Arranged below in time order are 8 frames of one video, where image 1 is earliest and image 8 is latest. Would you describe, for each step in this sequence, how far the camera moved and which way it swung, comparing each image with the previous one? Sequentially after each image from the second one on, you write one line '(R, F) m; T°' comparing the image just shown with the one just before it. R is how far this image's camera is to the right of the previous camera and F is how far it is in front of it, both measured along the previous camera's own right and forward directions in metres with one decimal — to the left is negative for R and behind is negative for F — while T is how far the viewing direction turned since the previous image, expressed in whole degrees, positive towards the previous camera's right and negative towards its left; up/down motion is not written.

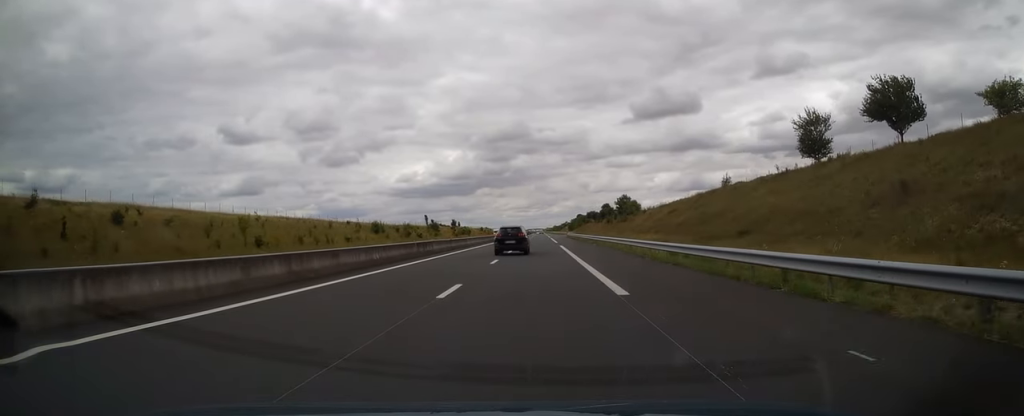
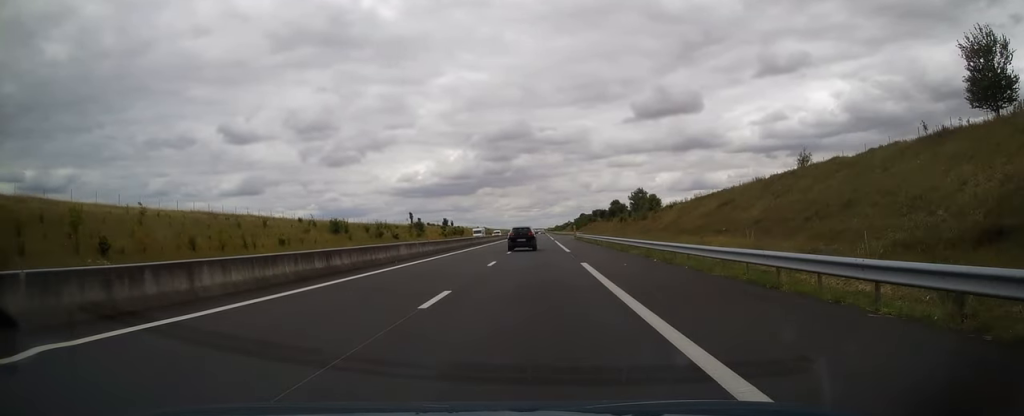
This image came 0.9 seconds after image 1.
(0.0, +27.3) m; -1°
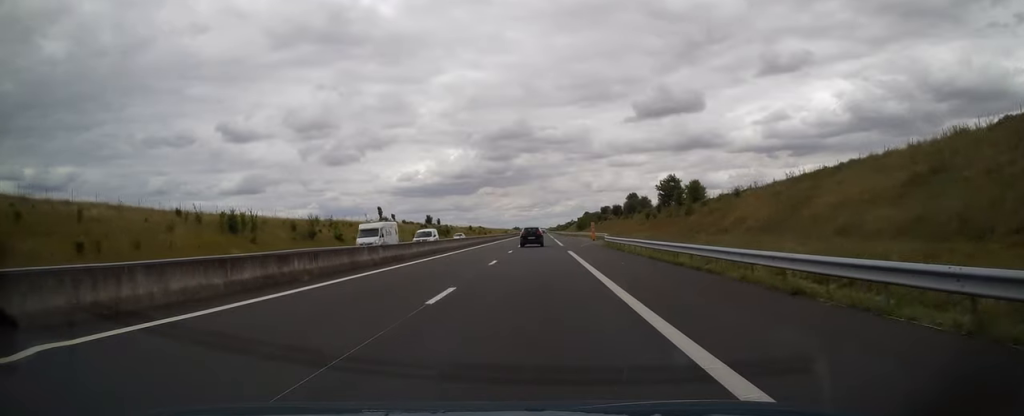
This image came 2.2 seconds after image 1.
(-0.4, +38.1) m; 0°
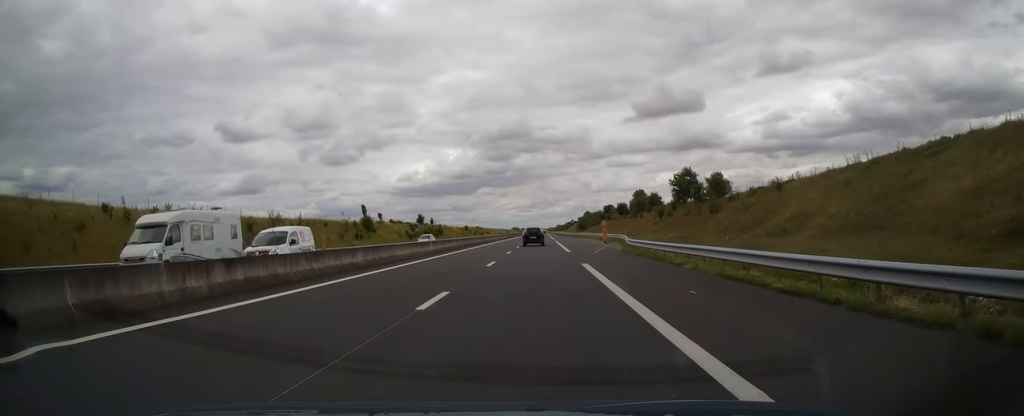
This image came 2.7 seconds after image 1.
(+0.1, +13.6) m; 0°
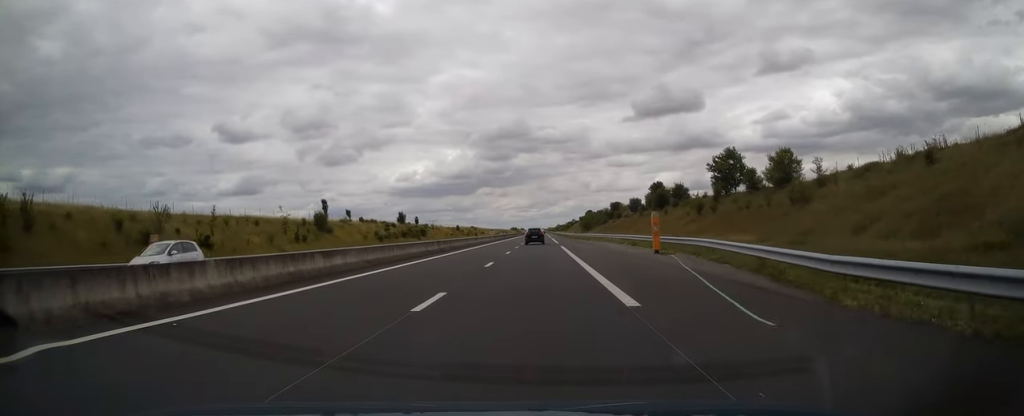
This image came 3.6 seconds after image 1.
(+0.2, +25.9) m; 0°
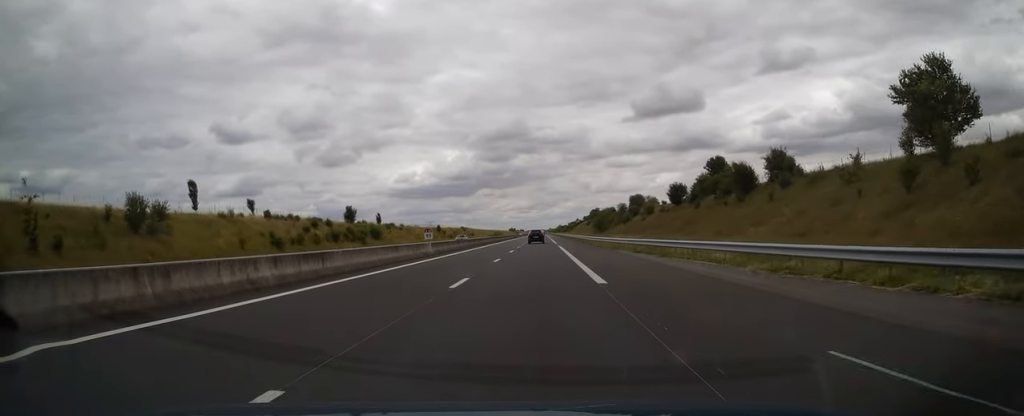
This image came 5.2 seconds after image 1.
(-0.5, +46.8) m; 0°
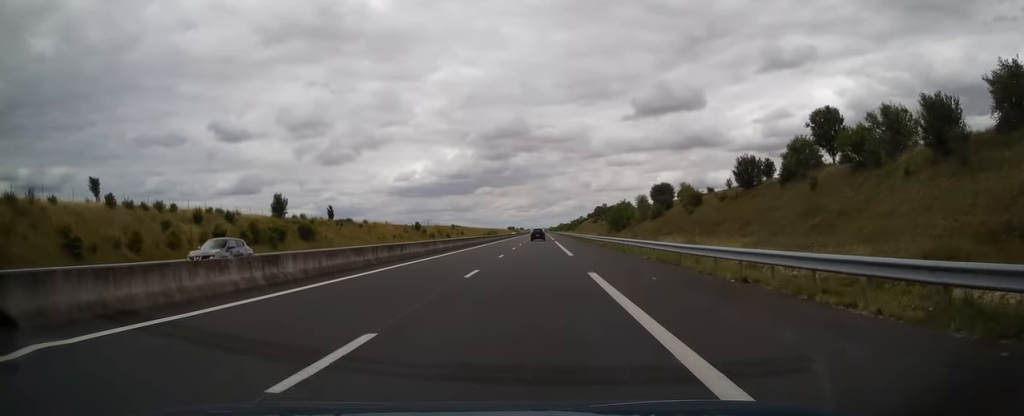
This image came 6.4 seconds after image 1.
(+0.2, +35.6) m; 0°
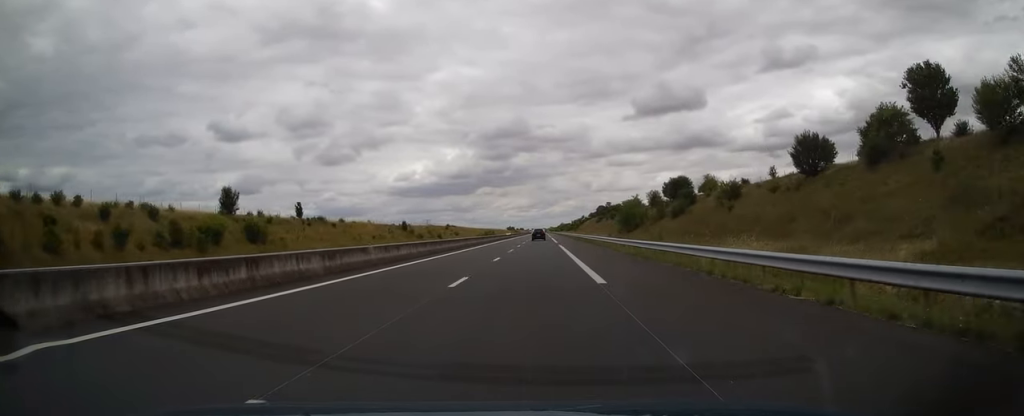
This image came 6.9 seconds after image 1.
(-0.2, +16.1) m; 0°
